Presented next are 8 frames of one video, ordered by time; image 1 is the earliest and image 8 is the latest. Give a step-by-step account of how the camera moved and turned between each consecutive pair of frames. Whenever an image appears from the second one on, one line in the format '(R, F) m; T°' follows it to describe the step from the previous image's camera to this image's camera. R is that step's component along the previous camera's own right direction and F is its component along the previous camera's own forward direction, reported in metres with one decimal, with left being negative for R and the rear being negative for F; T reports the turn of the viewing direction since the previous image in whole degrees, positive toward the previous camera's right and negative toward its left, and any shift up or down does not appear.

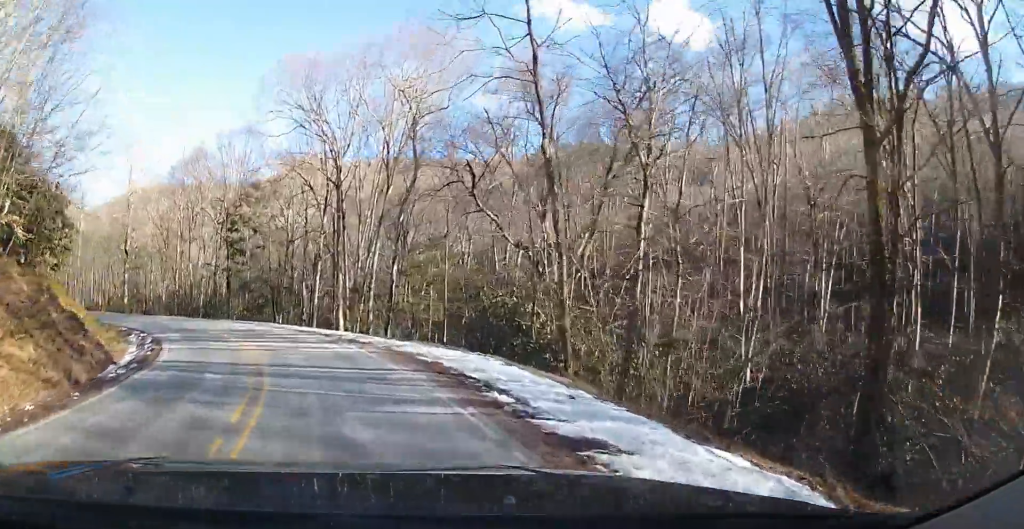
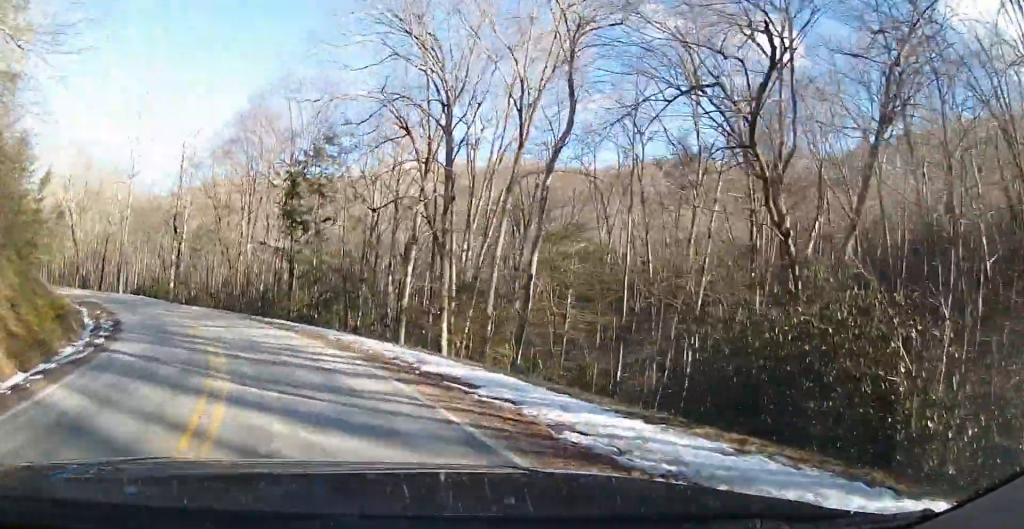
(-0.1, +14.4) m; -10°
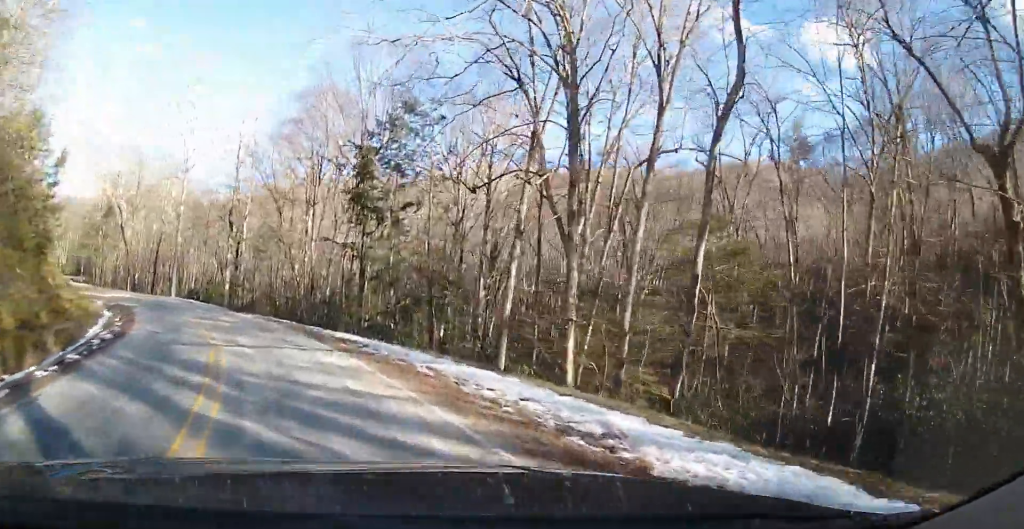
(-0.6, +7.2) m; -8°
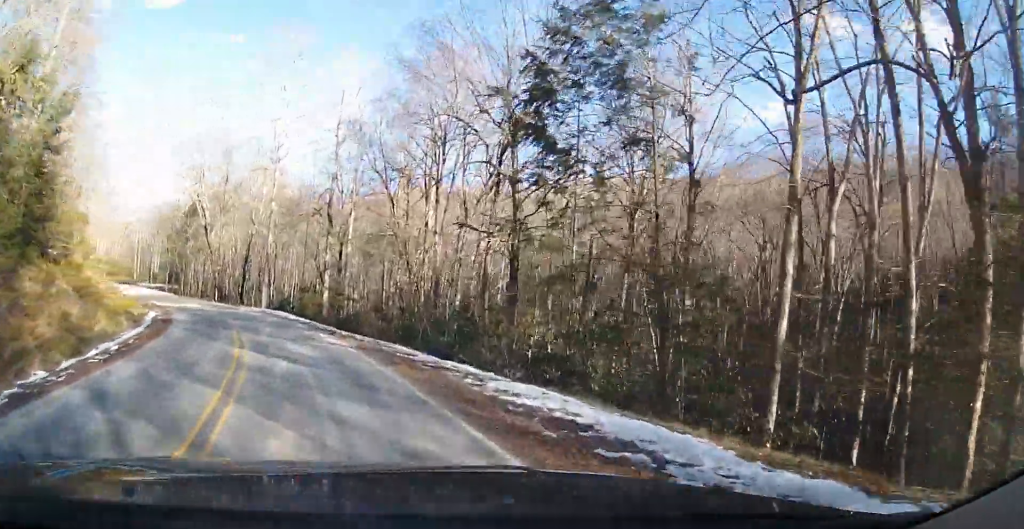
(-1.3, +11.3) m; -7°
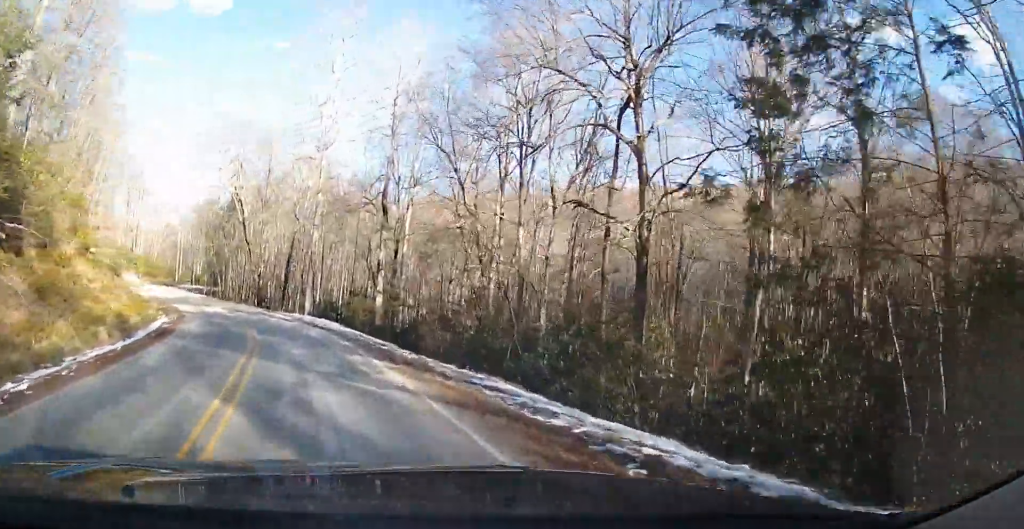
(-0.1, +7.1) m; -1°
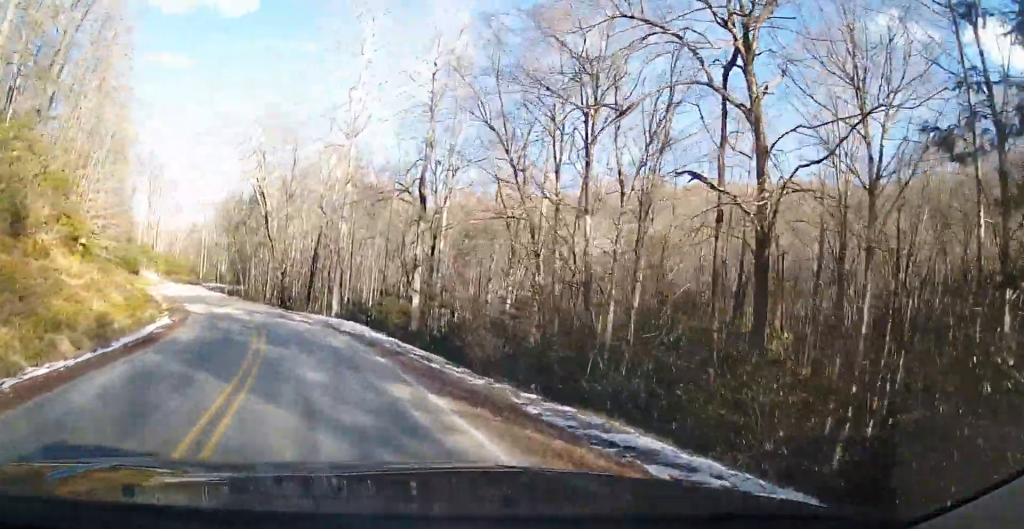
(0.0, +4.5) m; -2°
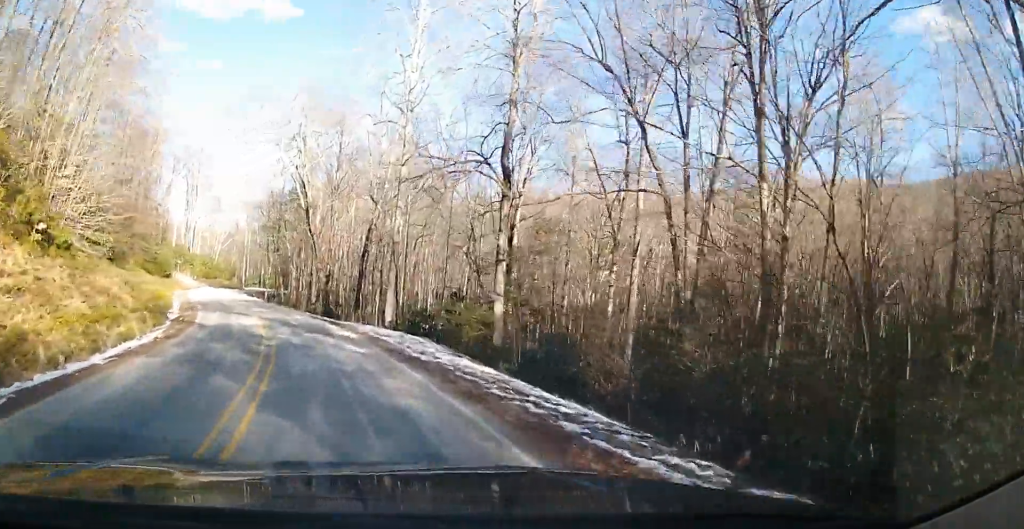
(0.0, +7.8) m; -3°
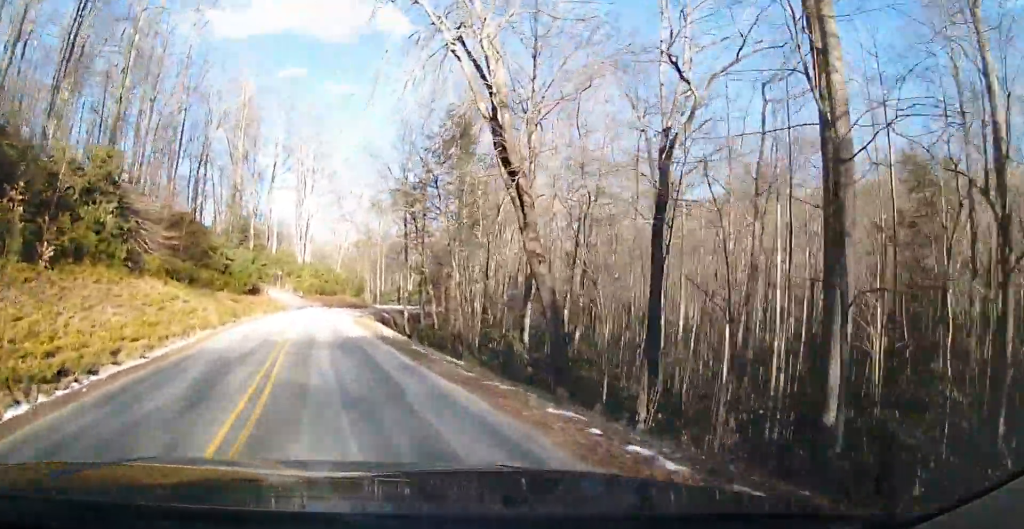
(-4.2, +26.9) m; -20°
